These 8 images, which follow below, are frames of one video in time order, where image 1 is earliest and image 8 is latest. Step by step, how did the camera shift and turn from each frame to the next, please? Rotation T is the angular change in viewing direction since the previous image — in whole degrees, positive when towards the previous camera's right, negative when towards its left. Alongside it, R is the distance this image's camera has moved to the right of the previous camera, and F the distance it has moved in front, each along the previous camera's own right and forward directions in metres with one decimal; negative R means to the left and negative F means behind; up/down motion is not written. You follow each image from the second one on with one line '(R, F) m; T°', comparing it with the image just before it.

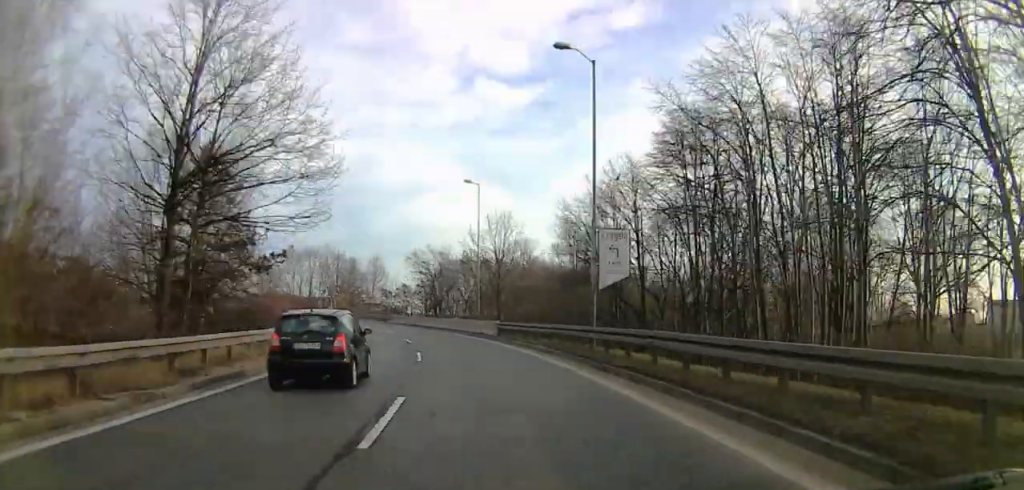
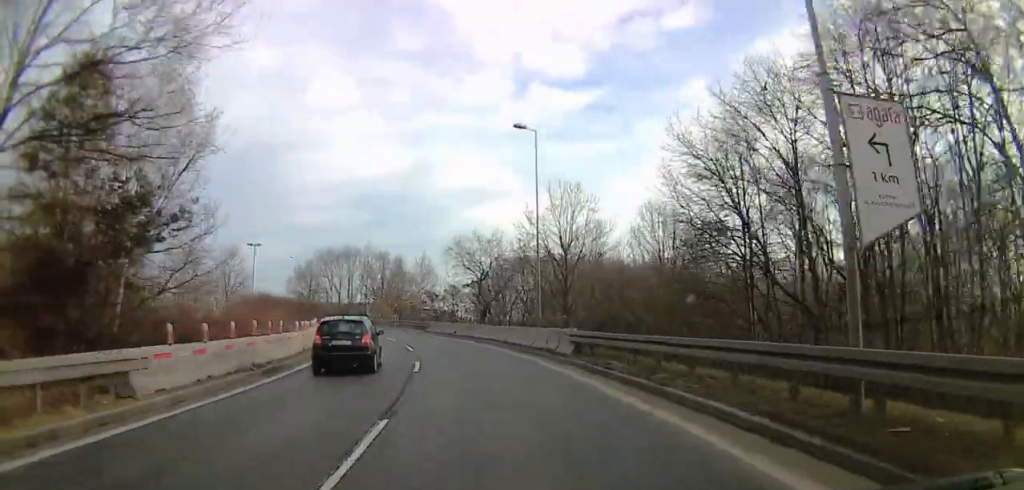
(+0.8, +13.8) m; 0°
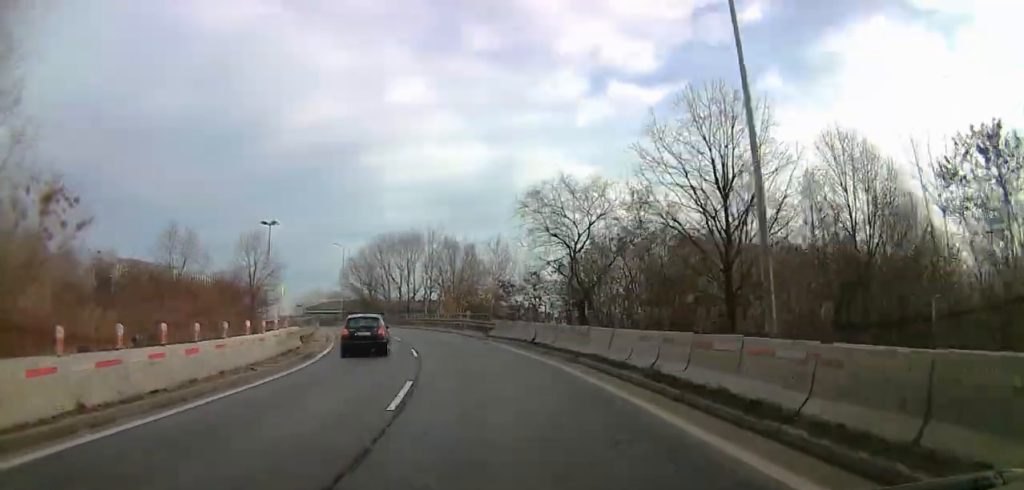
(-1.2, +18.0) m; -12°
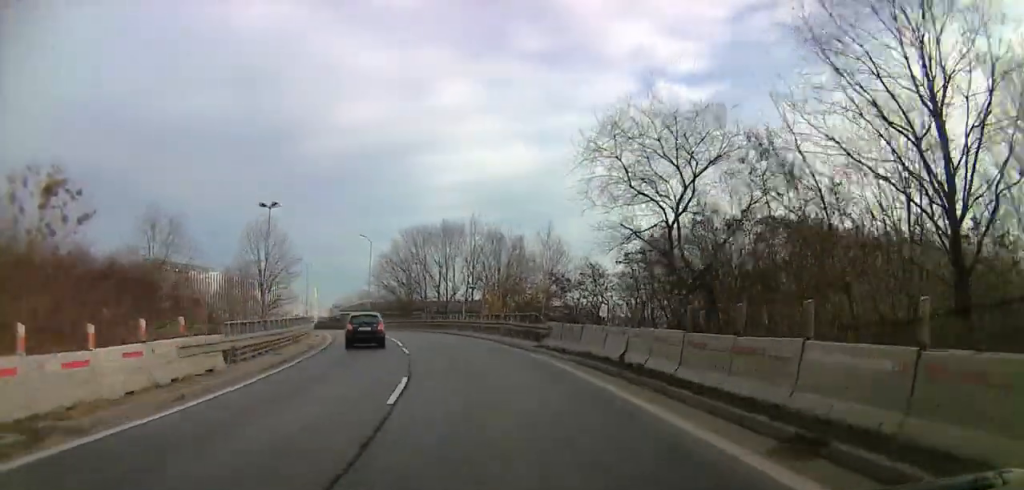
(-0.6, +10.9) m; -10°
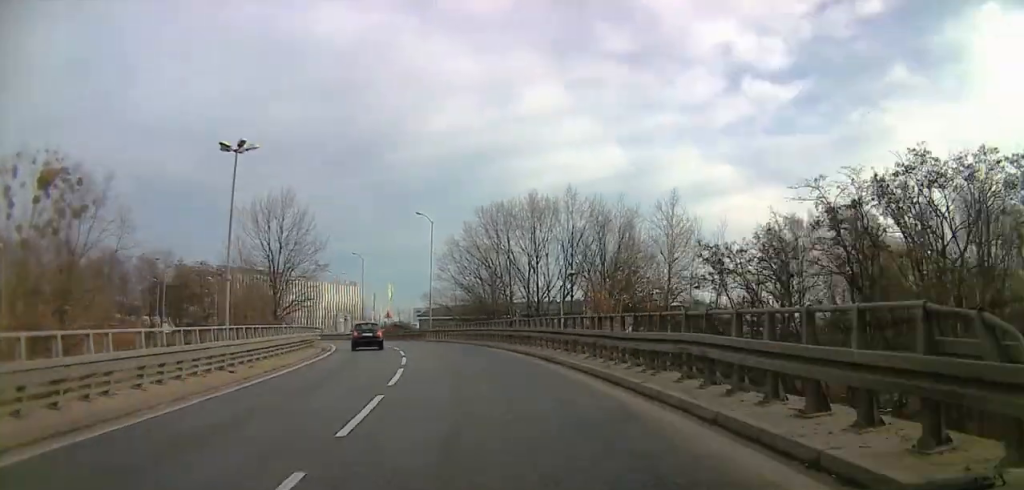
(-3.3, +19.2) m; -16°
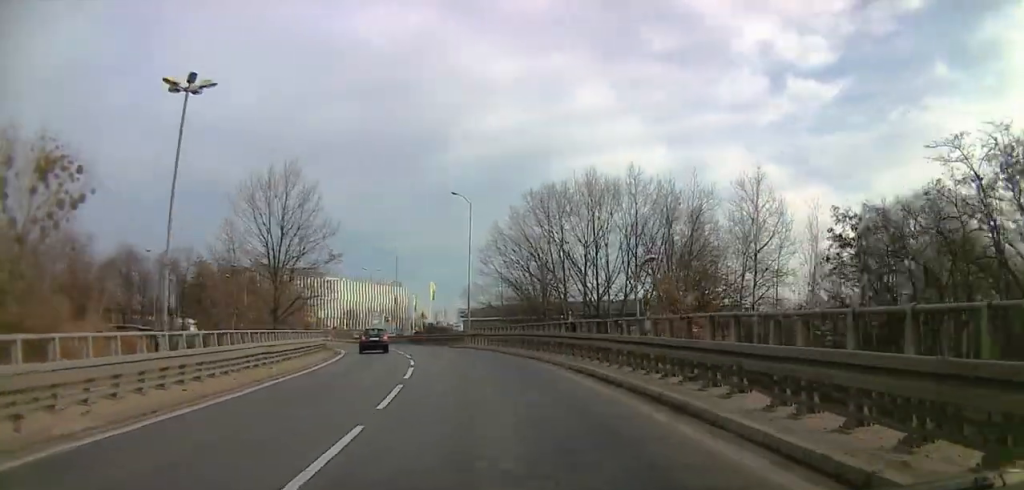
(-0.9, +9.2) m; -4°
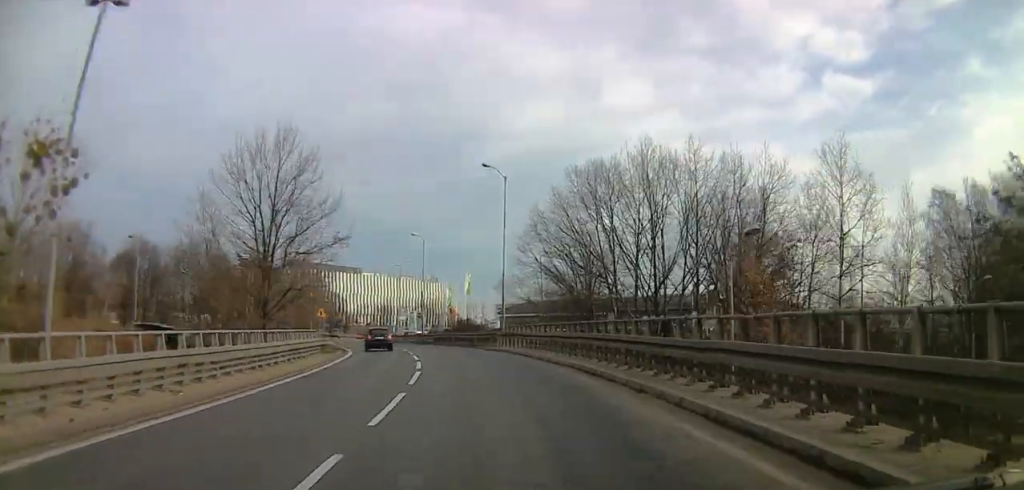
(-0.2, +7.5) m; -3°
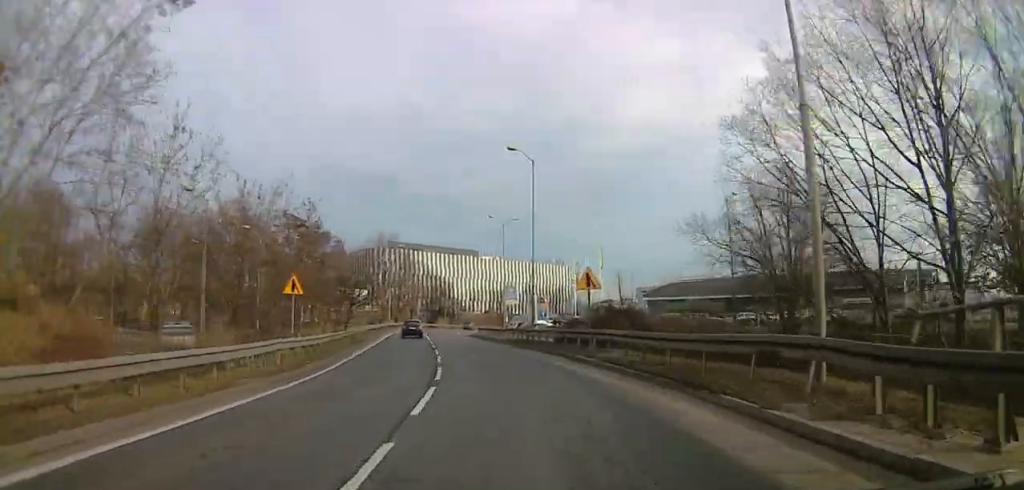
(-3.2, +28.7) m; -12°
